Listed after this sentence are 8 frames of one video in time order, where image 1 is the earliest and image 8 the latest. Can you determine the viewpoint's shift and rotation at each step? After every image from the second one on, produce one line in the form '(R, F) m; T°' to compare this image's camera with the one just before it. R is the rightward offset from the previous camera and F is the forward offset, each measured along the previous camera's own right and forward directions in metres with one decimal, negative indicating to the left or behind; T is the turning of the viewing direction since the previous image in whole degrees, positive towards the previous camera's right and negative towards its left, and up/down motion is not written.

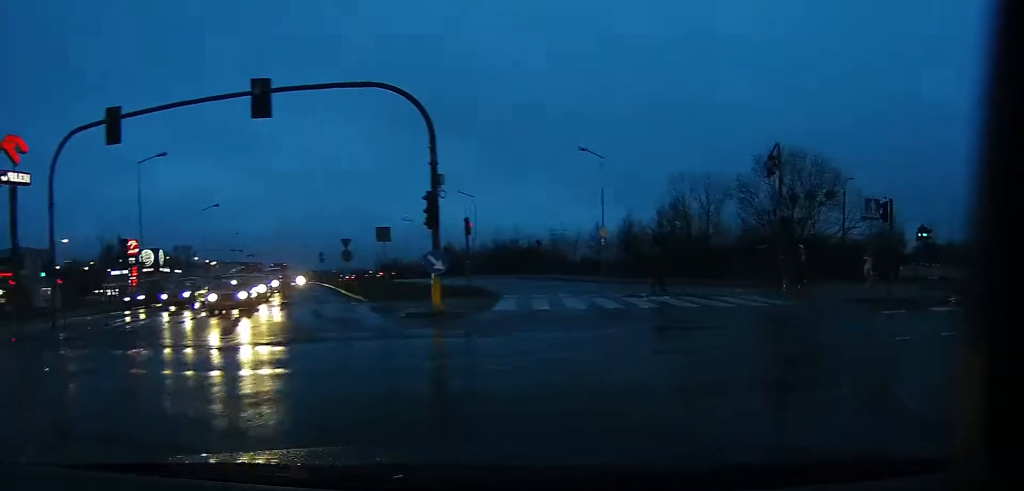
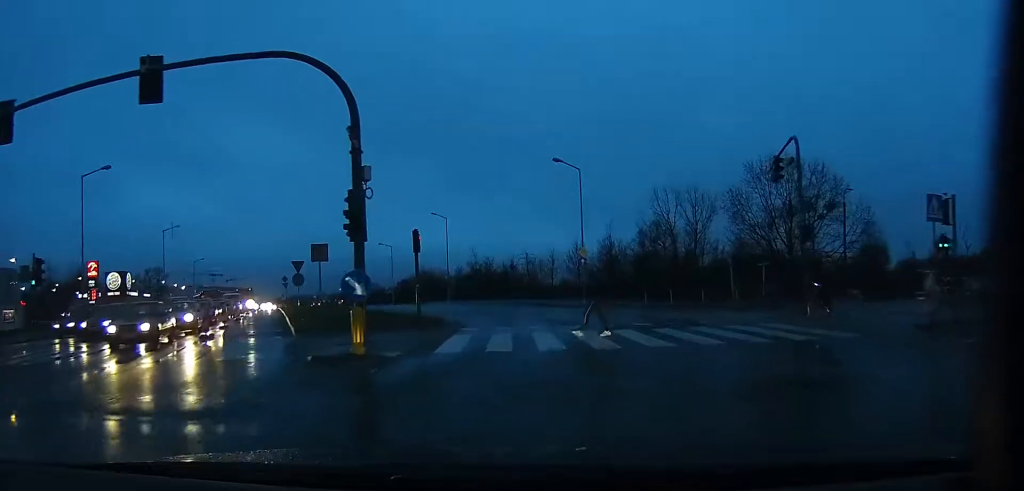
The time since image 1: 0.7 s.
(-0.4, +3.5) m; +7°
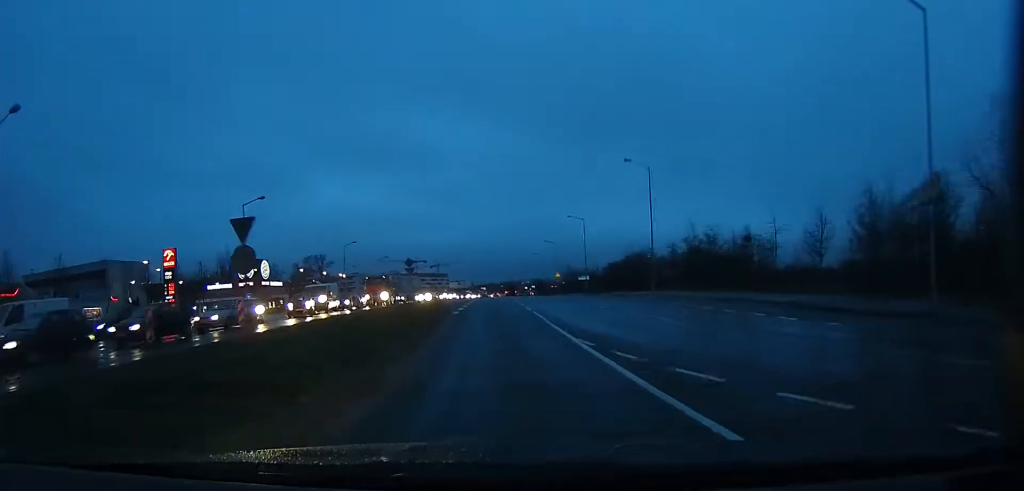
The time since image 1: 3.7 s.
(-1.0, +19.3) m; -19°
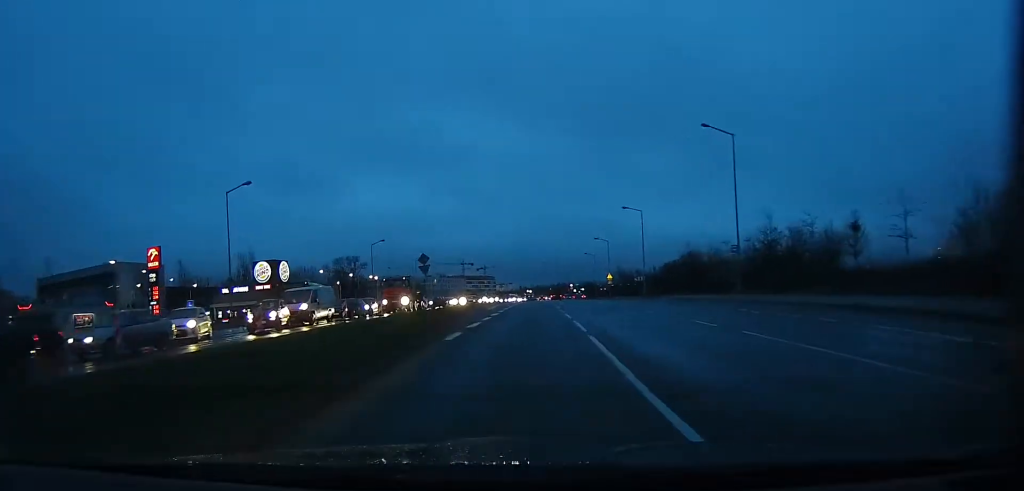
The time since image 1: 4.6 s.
(-0.4, +8.9) m; -4°
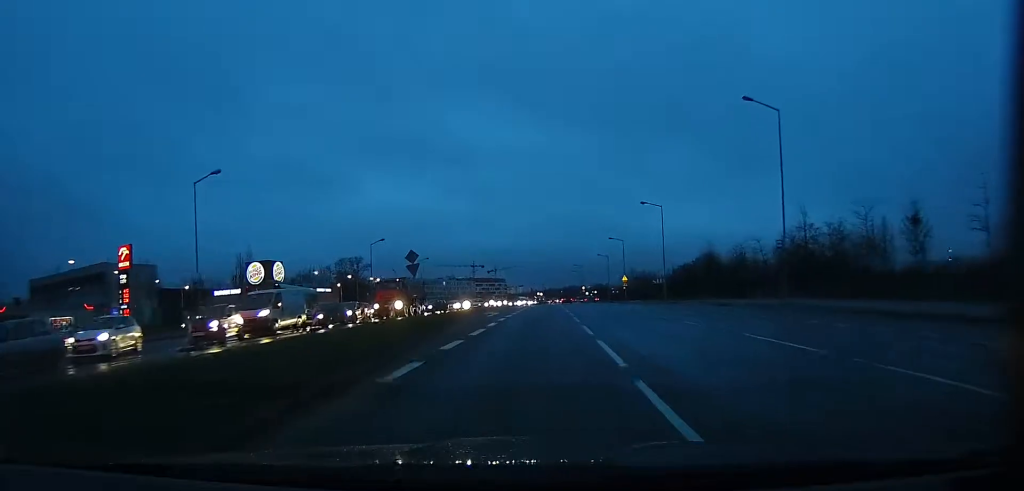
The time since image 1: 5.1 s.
(-0.1, +5.2) m; -3°
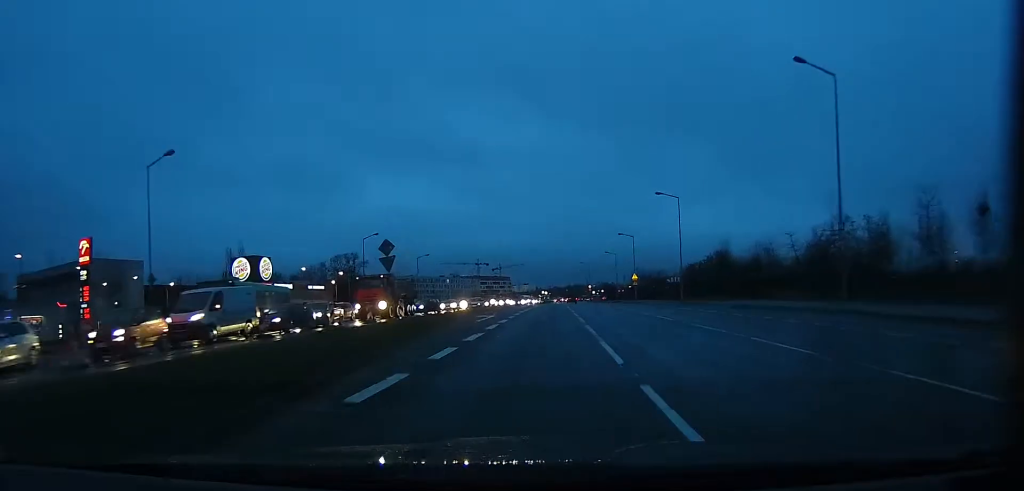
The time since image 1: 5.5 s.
(+0.1, +5.0) m; -2°
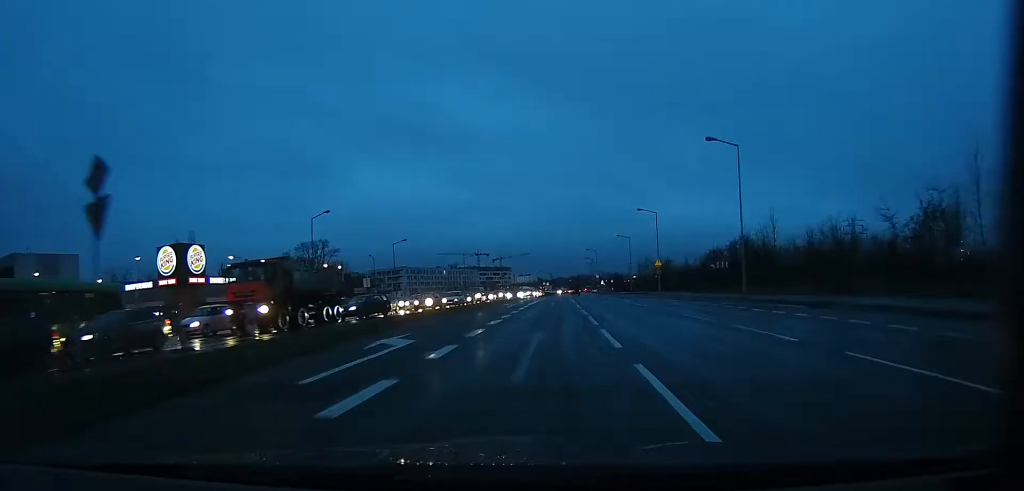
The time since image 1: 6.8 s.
(-0.9, +16.2) m; -1°
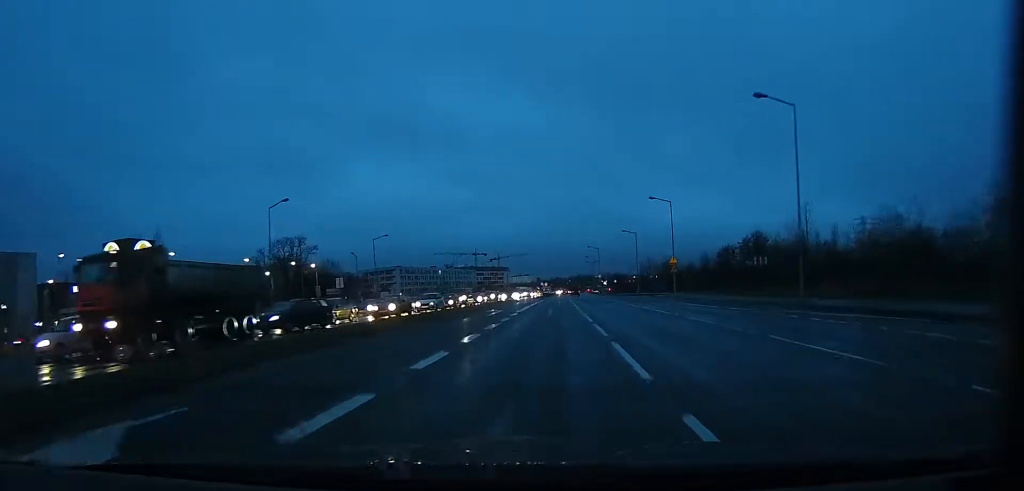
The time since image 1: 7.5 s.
(+0.6, +8.8) m; 0°
